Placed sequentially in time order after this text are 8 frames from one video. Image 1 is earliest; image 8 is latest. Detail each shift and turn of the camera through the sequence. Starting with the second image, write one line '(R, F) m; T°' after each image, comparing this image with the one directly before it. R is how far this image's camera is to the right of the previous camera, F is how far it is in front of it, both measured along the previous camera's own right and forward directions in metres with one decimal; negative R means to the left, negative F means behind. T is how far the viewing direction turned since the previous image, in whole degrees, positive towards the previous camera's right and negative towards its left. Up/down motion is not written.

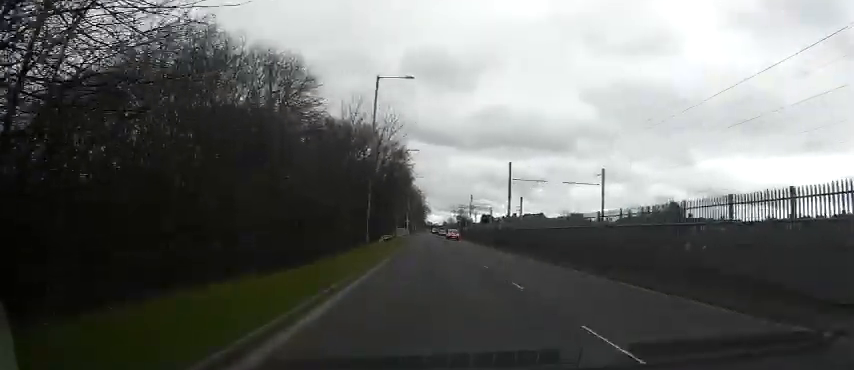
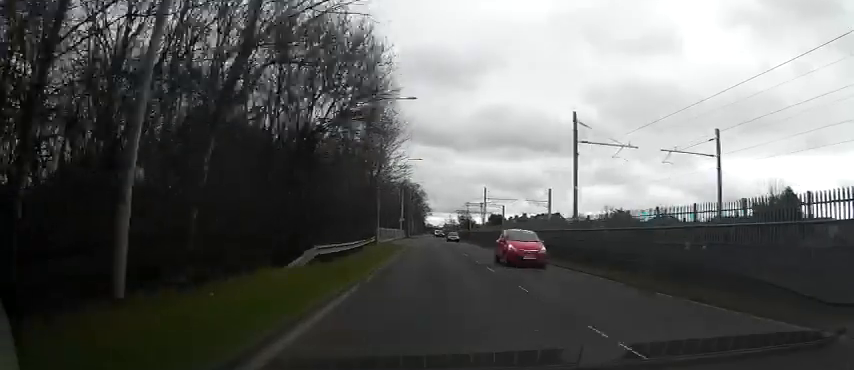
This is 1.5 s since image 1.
(-0.1, +24.6) m; 0°
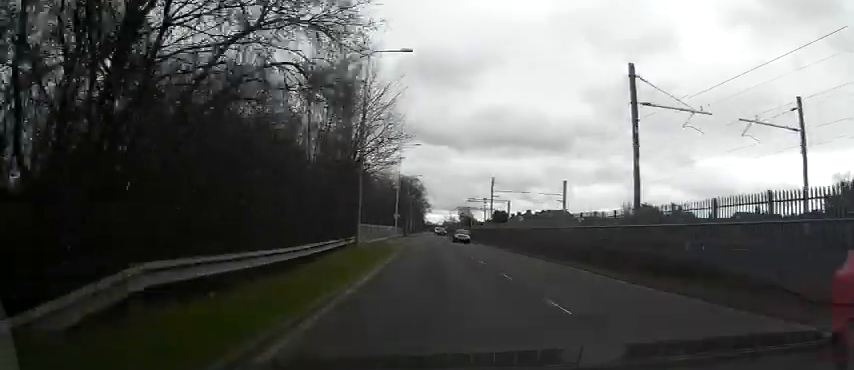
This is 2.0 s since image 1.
(0.0, +9.2) m; 0°
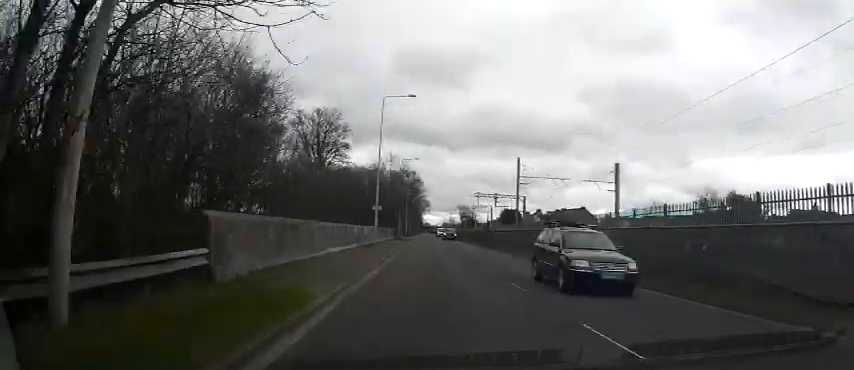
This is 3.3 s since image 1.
(0.0, +21.9) m; 0°
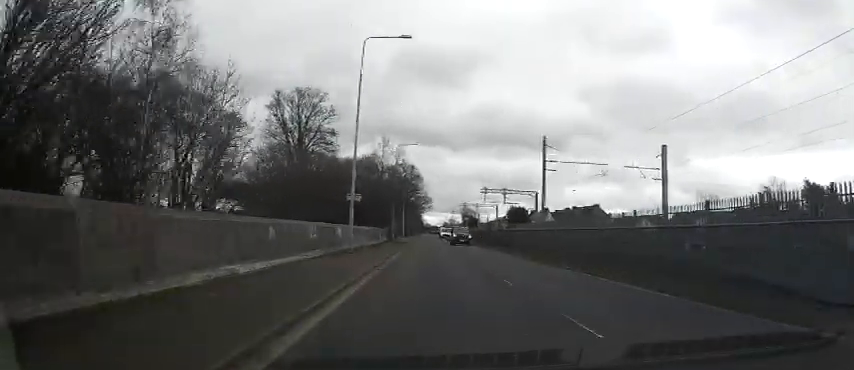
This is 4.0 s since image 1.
(0.0, +11.3) m; 0°
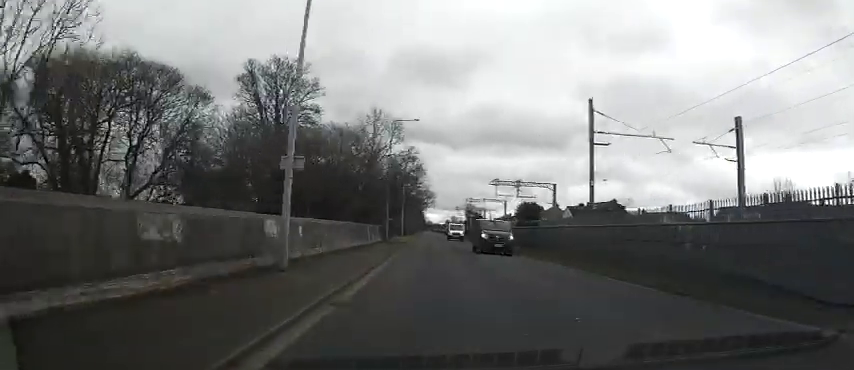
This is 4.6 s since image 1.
(0.0, +11.3) m; 0°
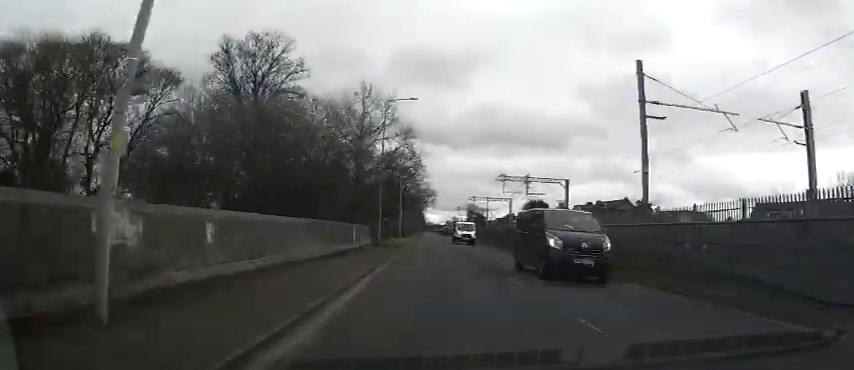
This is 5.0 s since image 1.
(0.0, +7.0) m; 0°
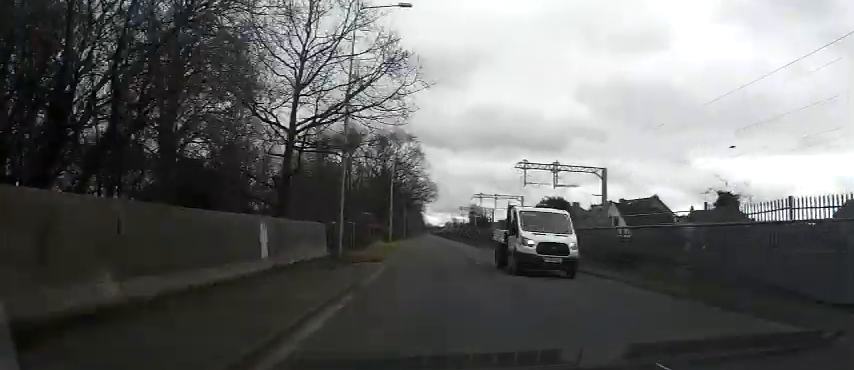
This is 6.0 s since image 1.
(0.0, +15.9) m; 0°
